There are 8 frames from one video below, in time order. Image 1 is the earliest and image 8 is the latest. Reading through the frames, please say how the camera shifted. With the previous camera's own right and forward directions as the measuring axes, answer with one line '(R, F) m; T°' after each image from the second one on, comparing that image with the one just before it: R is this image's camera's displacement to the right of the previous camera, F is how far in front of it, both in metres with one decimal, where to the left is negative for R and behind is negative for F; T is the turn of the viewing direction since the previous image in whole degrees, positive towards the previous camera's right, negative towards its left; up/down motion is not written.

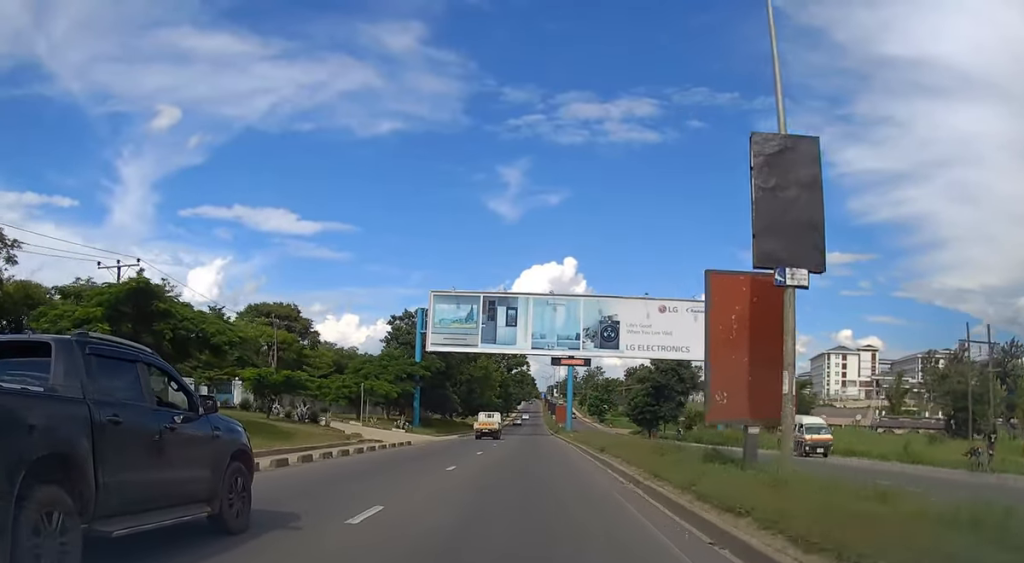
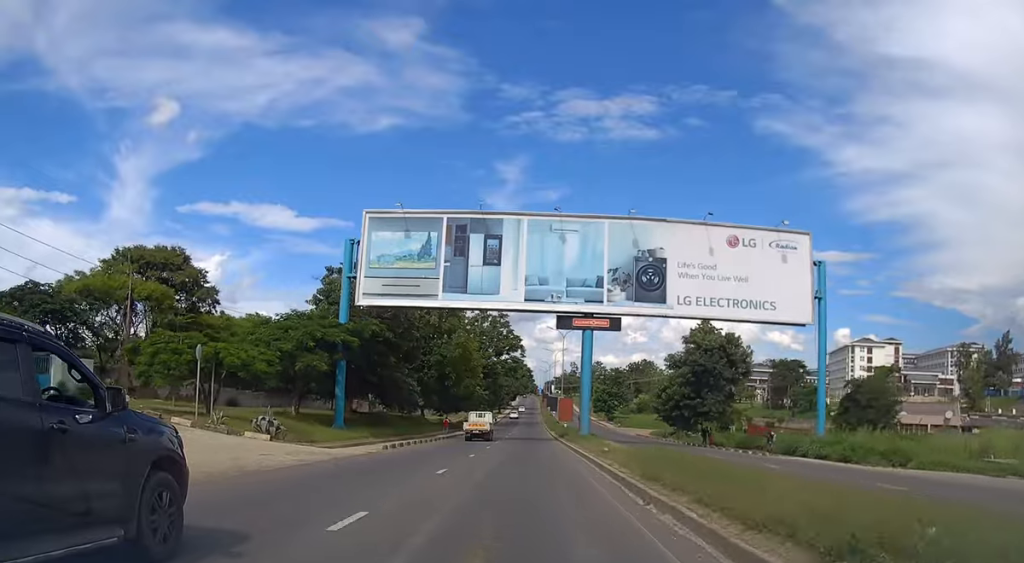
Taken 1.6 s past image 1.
(-0.1, +27.5) m; 0°
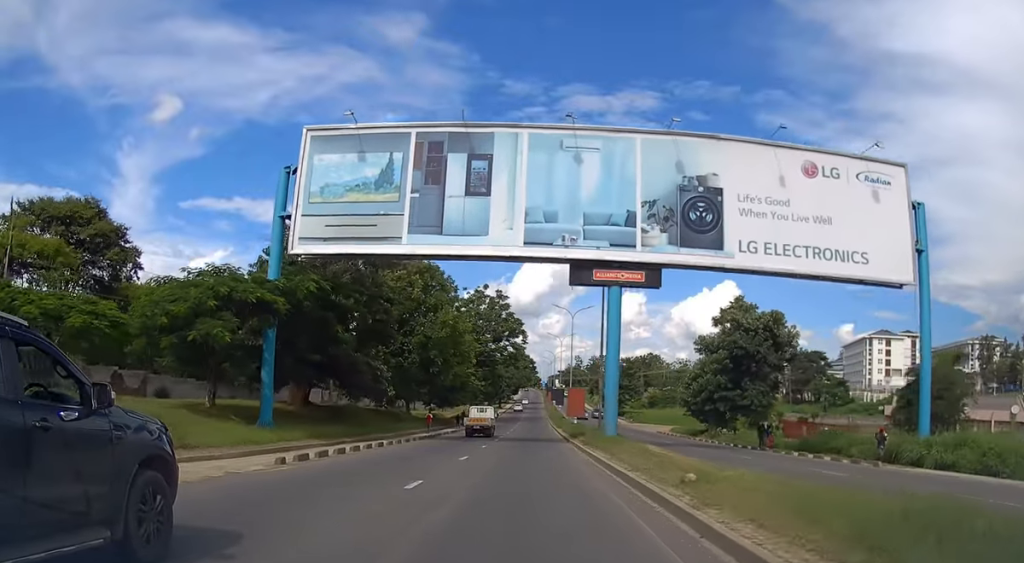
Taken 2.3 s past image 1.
(+0.1, +13.0) m; 0°
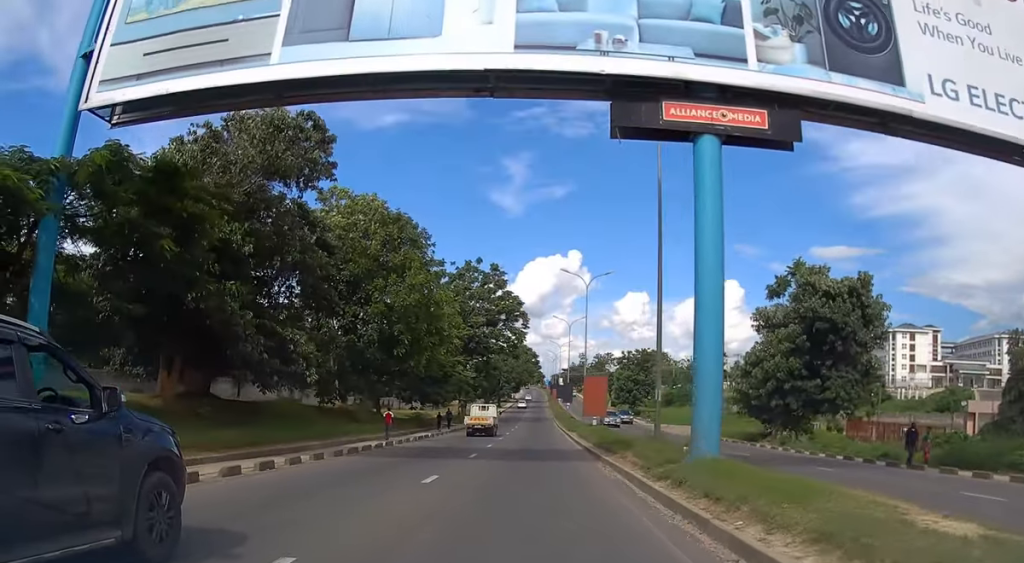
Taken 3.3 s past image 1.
(0.0, +16.6) m; 0°
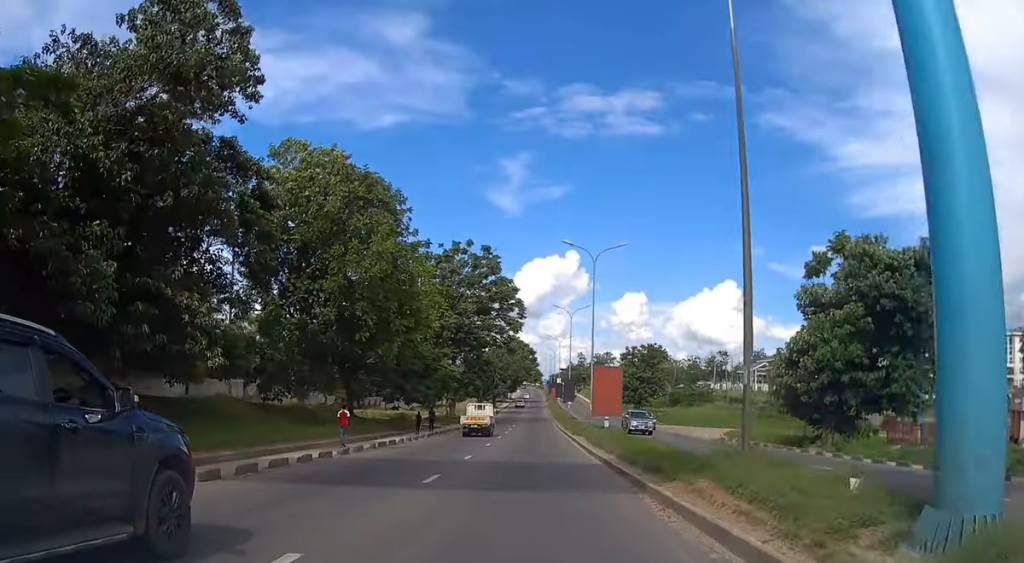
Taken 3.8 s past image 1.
(-0.1, +8.9) m; 0°
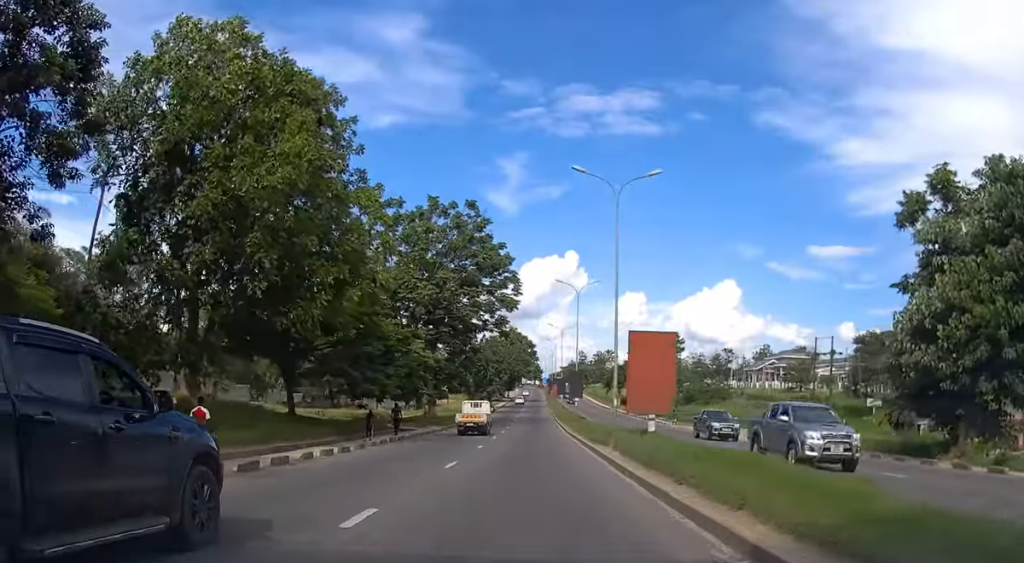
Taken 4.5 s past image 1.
(0.0, +13.7) m; 0°
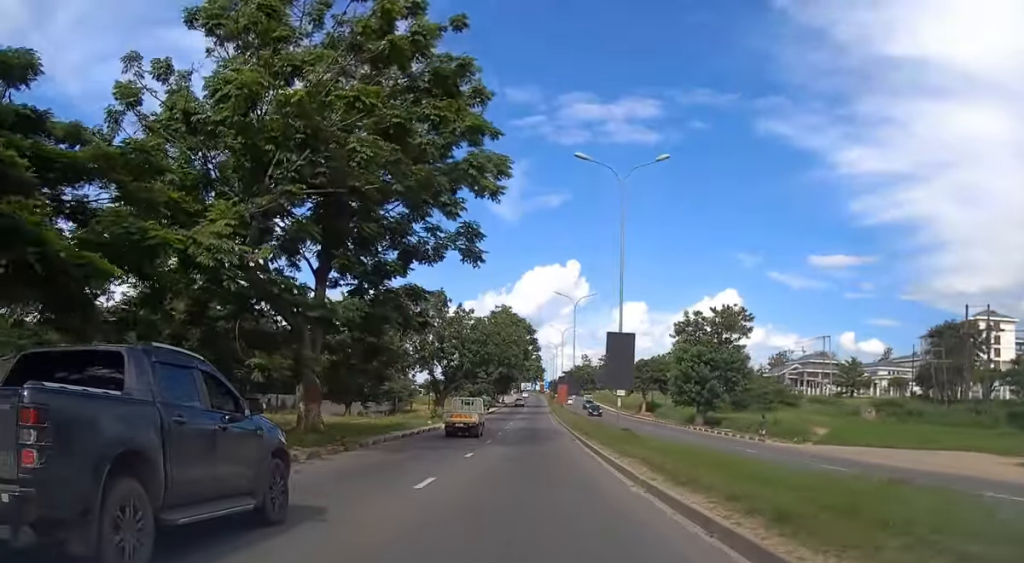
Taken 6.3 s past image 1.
(0.0, +31.3) m; 0°
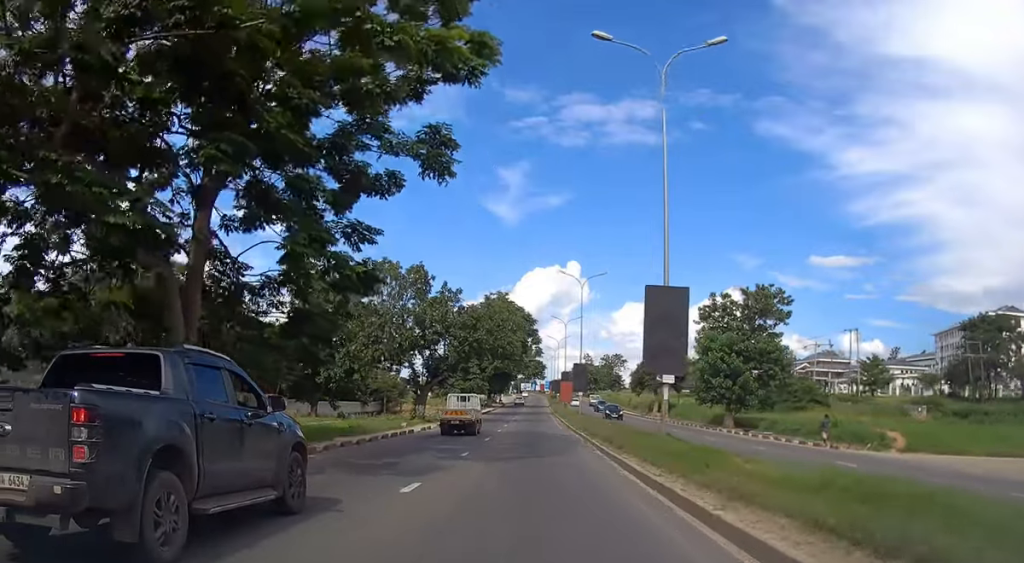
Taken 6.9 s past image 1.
(+0.1, +10.6) m; 0°
